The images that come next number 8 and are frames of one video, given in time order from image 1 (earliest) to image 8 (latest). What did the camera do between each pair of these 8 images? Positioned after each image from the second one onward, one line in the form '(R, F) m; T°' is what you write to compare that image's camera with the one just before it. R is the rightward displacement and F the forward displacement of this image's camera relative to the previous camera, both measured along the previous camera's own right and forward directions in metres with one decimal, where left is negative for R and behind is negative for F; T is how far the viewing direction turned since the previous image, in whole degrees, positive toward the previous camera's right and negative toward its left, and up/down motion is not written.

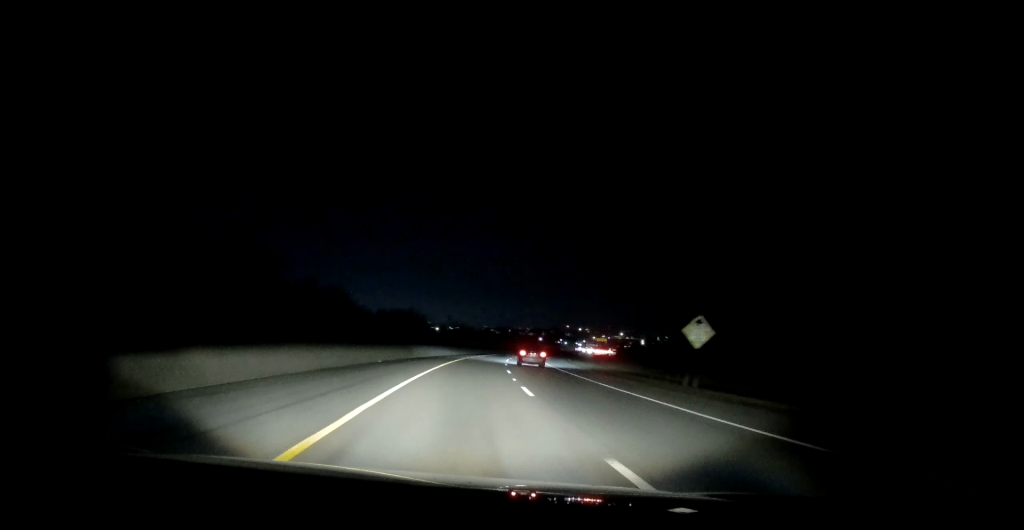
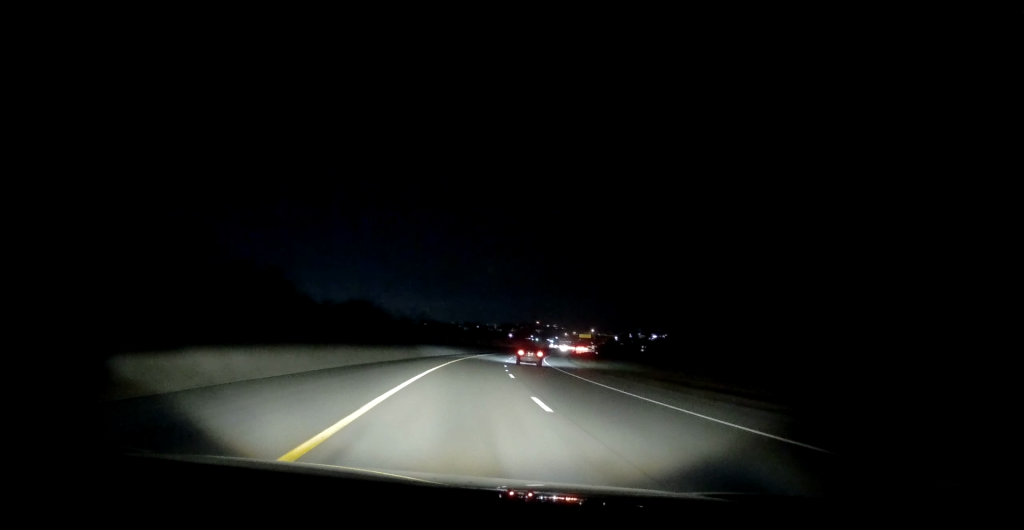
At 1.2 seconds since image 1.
(+0.6, +28.2) m; +3°
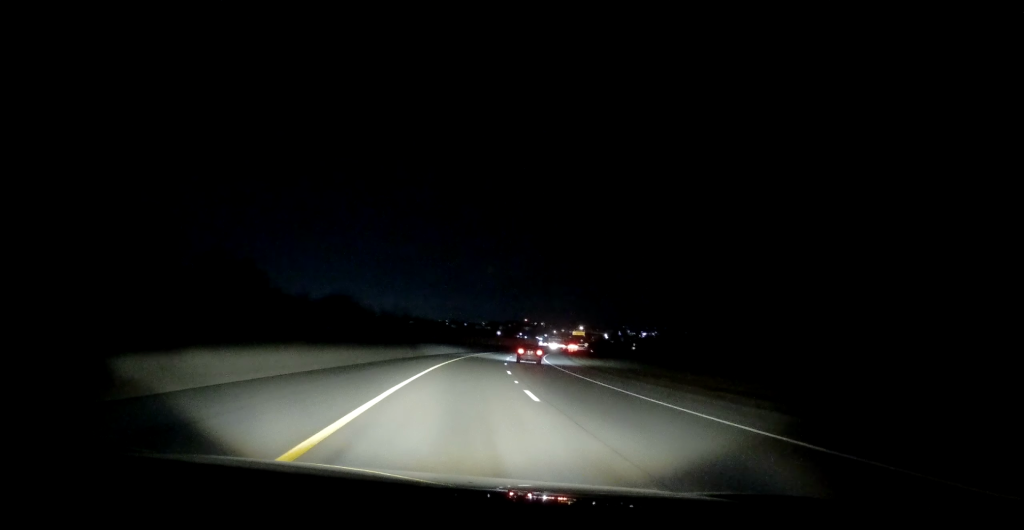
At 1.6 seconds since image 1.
(0.0, +10.4) m; +1°
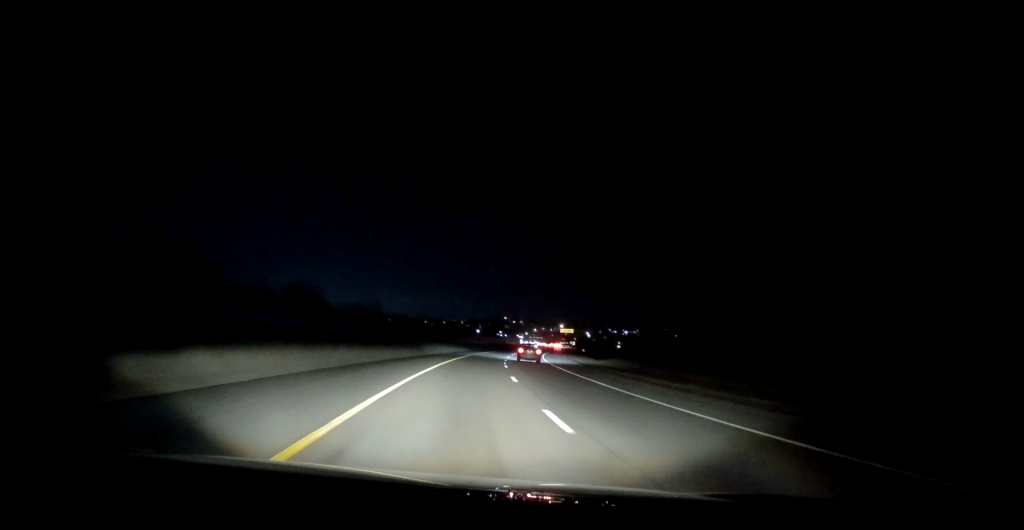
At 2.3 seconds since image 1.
(+0.4, +17.4) m; +2°
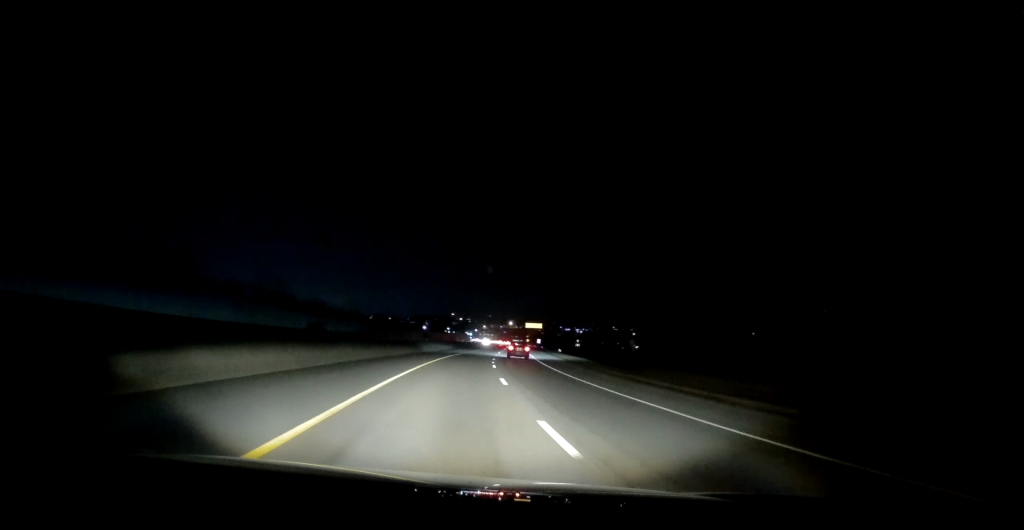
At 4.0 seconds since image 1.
(+1.3, +39.2) m; +4°
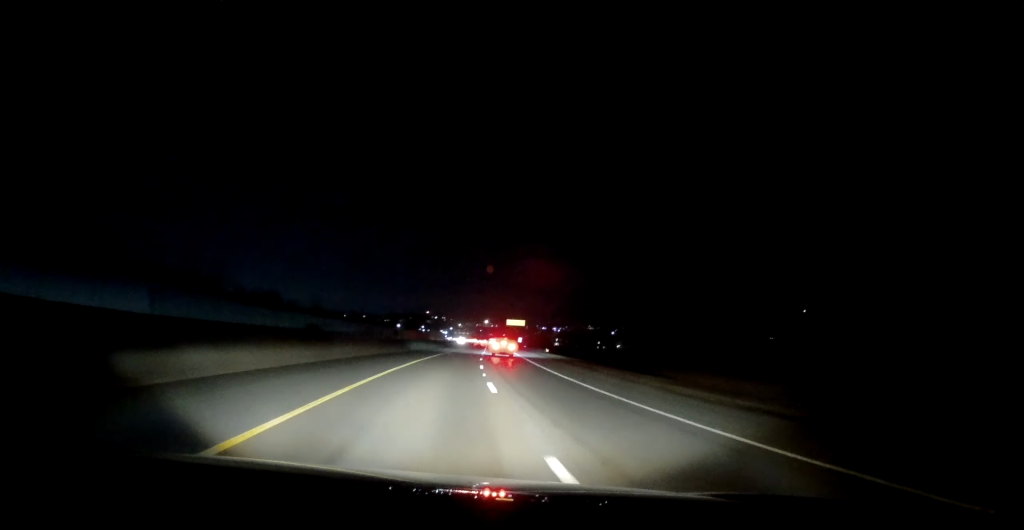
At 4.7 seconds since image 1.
(-0.2, +15.5) m; +3°
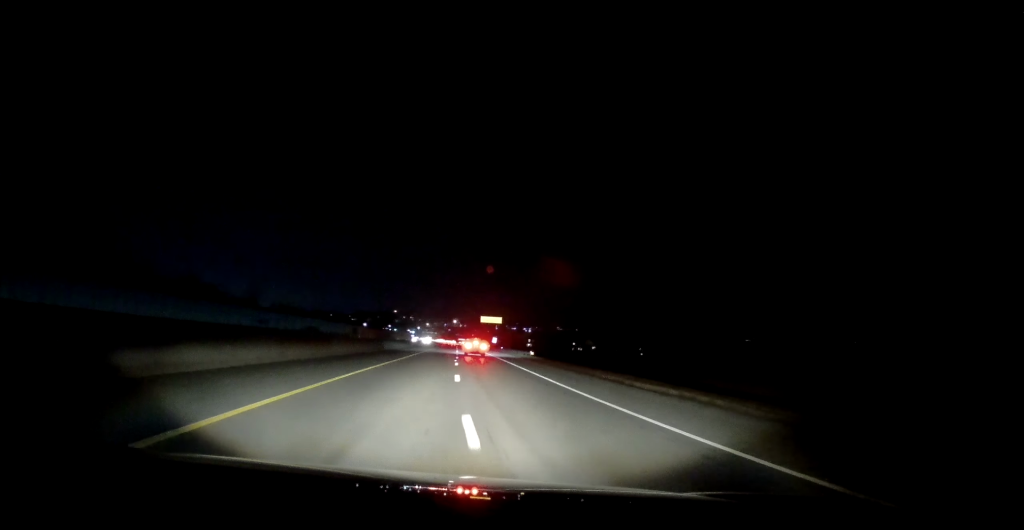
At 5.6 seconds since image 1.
(+1.2, +20.8) m; +4°
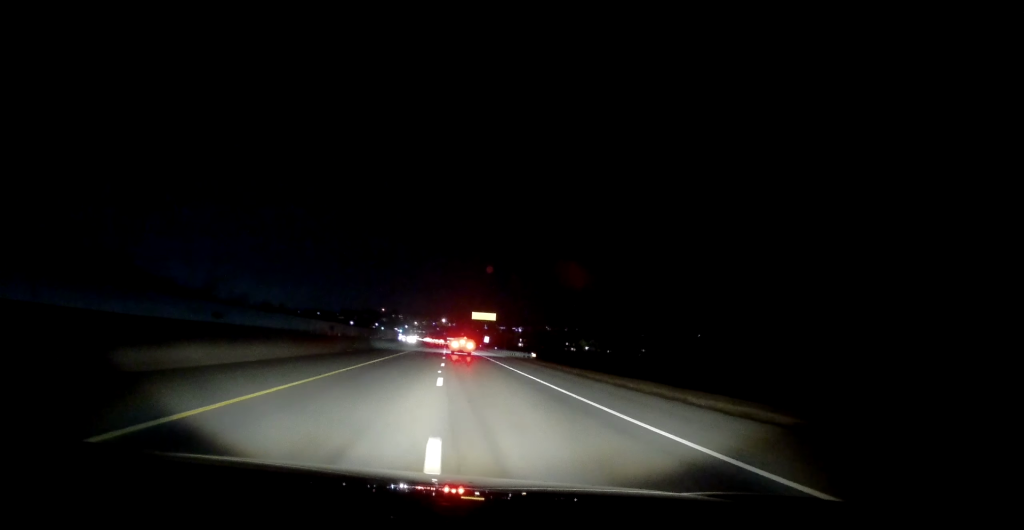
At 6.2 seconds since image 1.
(+0.3, +14.6) m; +1°
